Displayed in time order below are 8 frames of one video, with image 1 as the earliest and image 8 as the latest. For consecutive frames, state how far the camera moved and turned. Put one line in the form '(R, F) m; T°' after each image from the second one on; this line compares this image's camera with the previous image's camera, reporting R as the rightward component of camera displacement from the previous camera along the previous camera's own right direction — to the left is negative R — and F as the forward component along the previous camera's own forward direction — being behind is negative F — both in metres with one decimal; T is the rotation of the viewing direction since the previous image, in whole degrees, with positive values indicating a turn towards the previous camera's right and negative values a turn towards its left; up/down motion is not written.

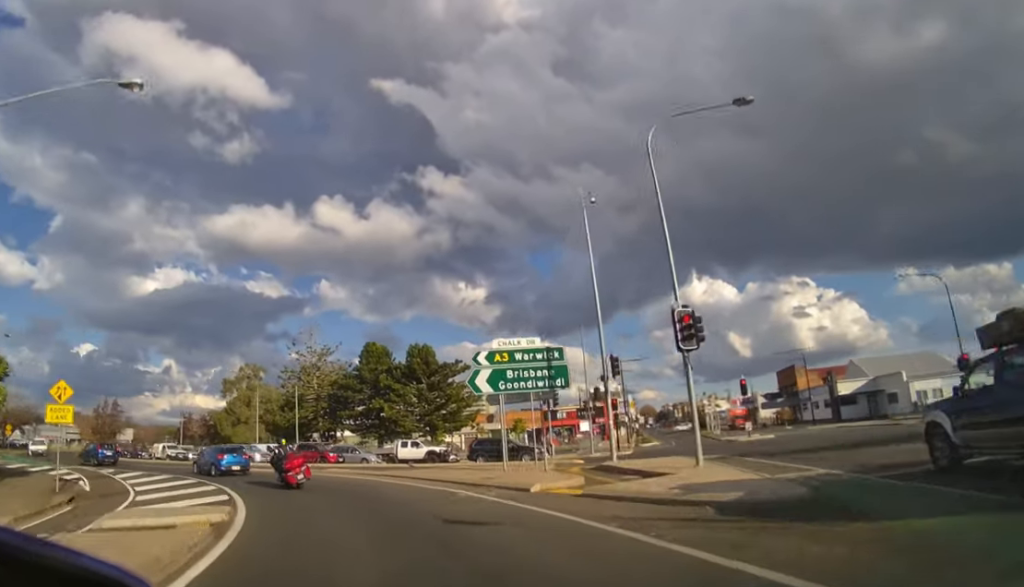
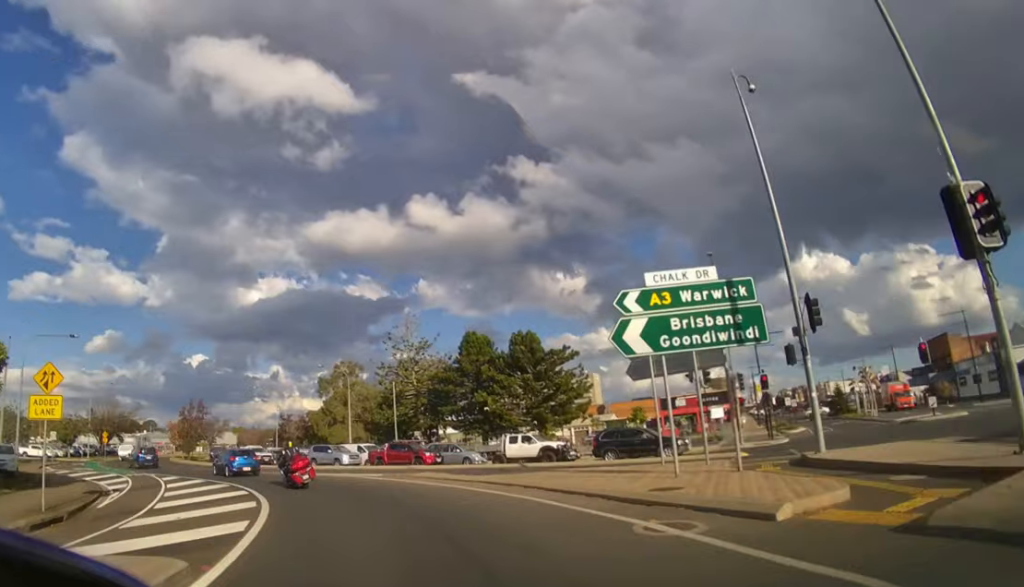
(-0.4, +5.7) m; -11°
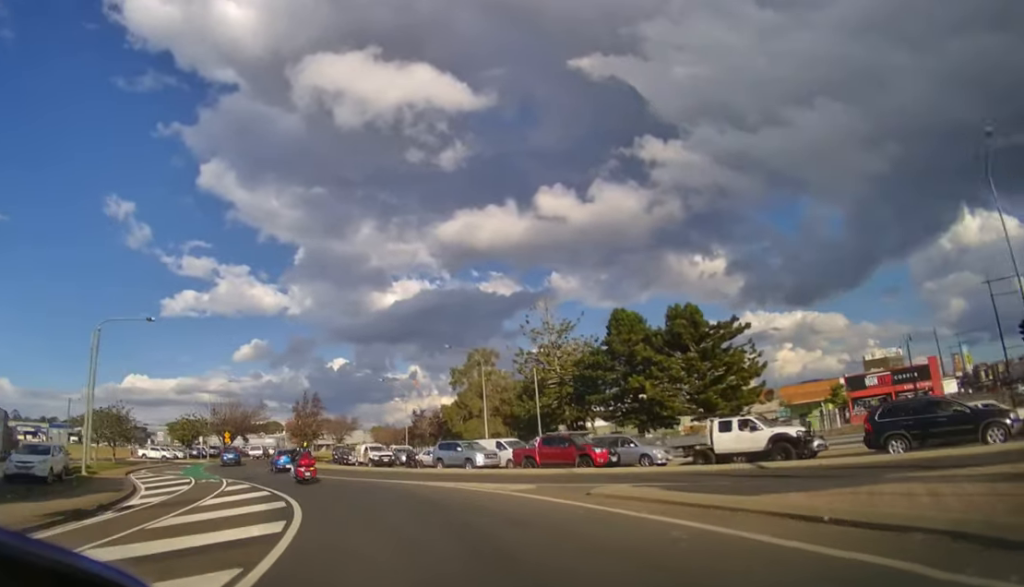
(-1.0, +7.3) m; -14°
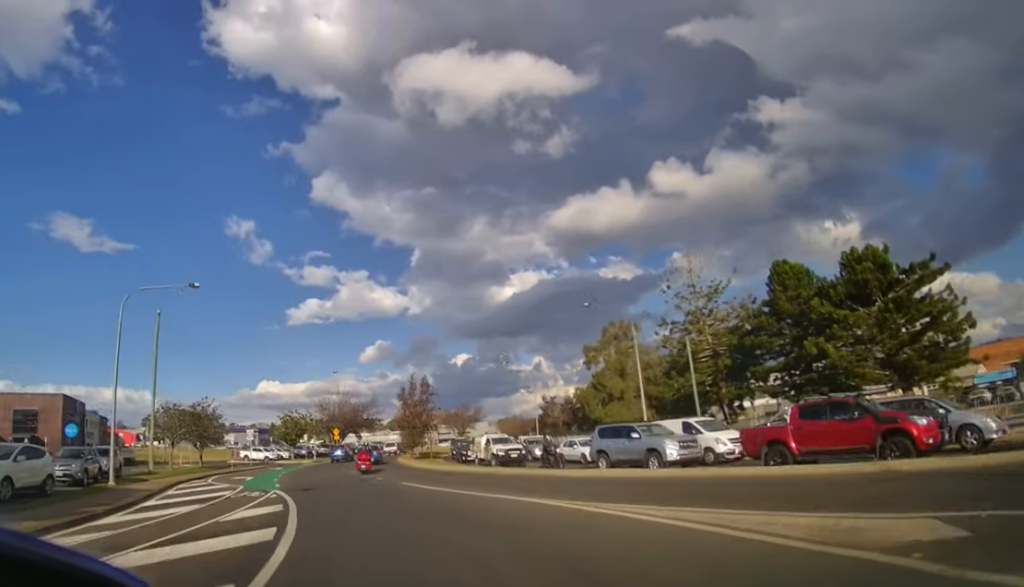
(-1.0, +8.0) m; -14°
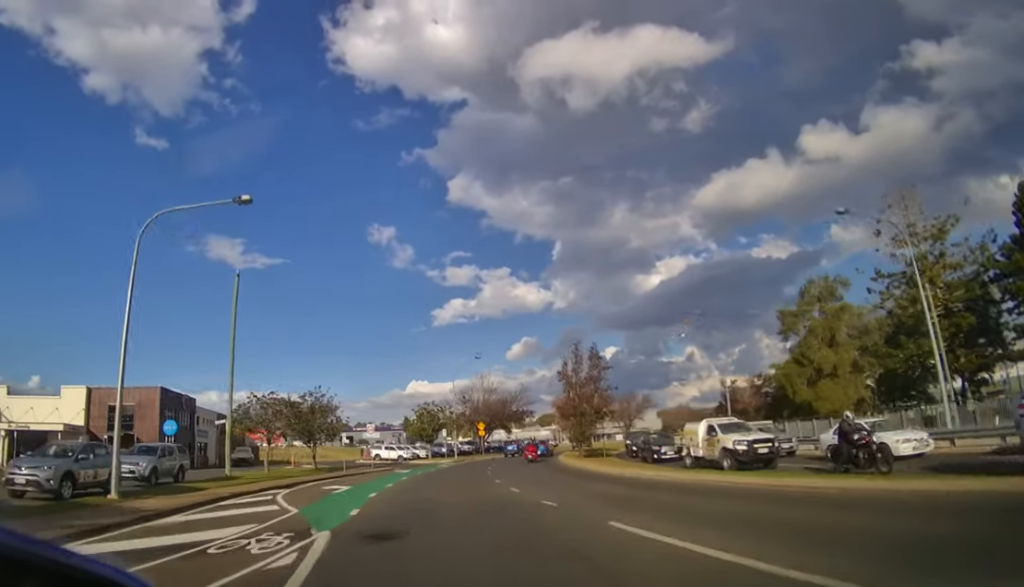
(-1.1, +9.2) m; -12°
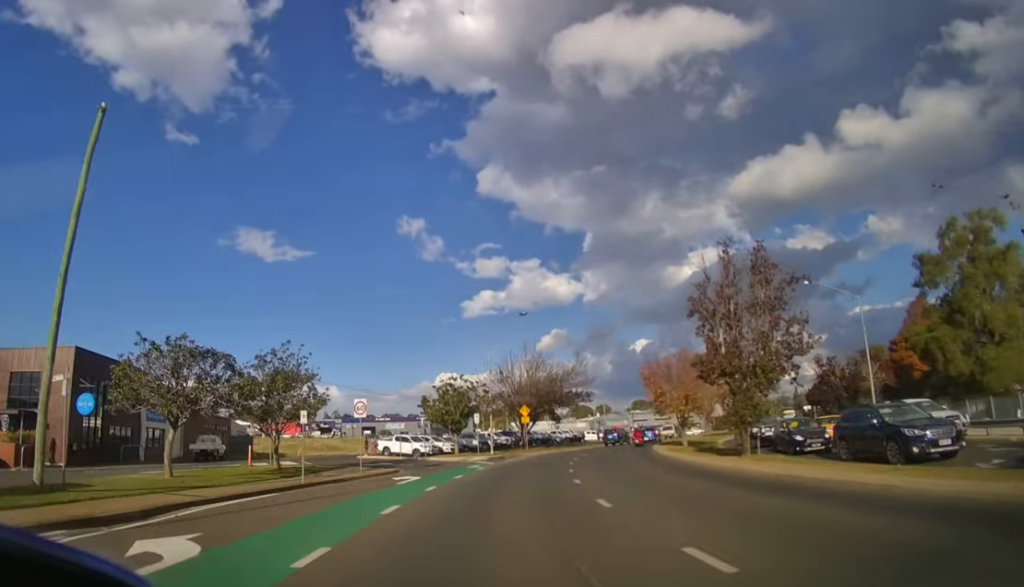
(-1.2, +13.2) m; -6°
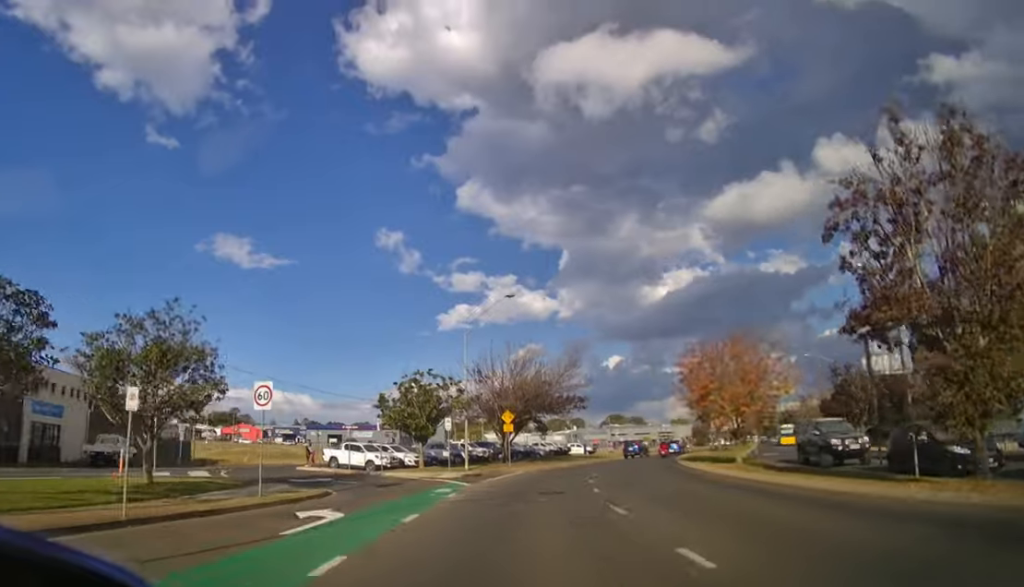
(-0.1, +8.8) m; +1°
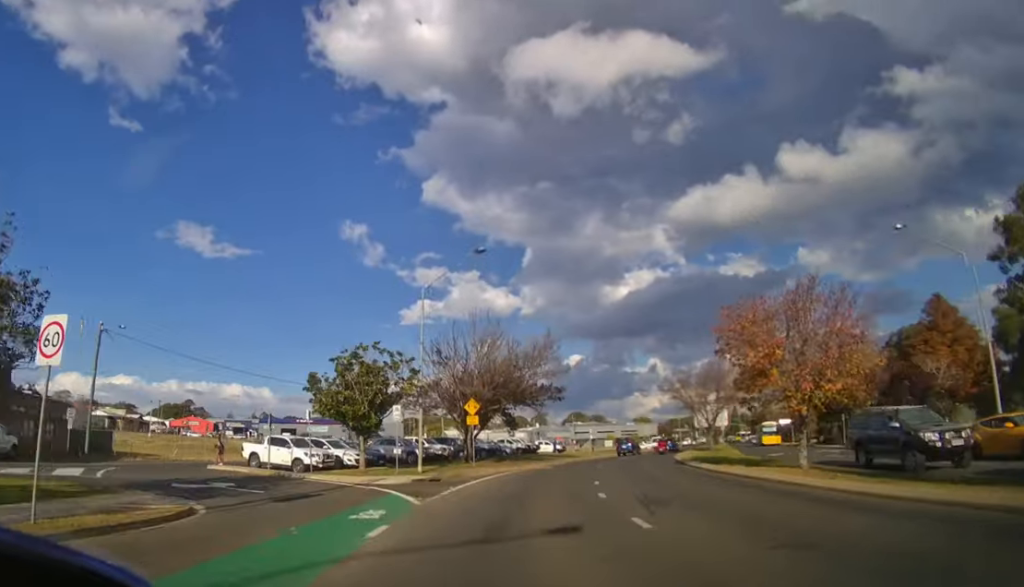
(0.0, +6.9) m; +4°
